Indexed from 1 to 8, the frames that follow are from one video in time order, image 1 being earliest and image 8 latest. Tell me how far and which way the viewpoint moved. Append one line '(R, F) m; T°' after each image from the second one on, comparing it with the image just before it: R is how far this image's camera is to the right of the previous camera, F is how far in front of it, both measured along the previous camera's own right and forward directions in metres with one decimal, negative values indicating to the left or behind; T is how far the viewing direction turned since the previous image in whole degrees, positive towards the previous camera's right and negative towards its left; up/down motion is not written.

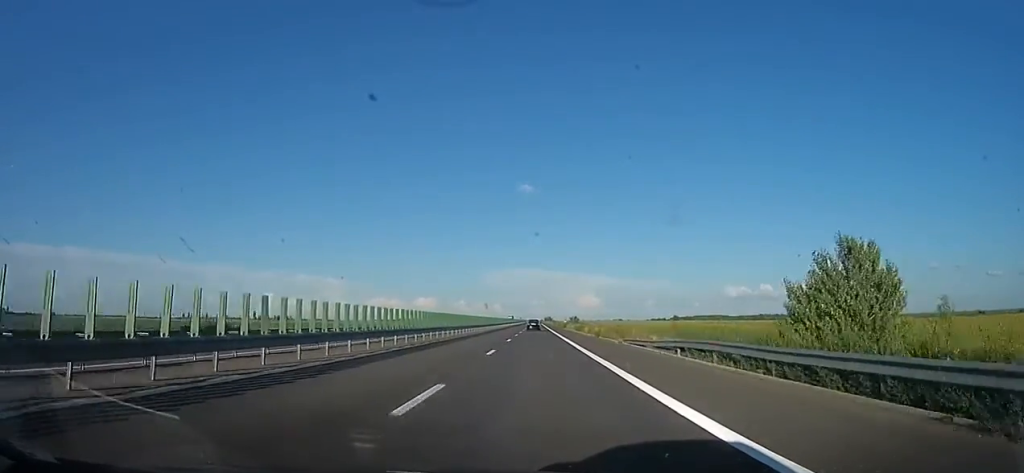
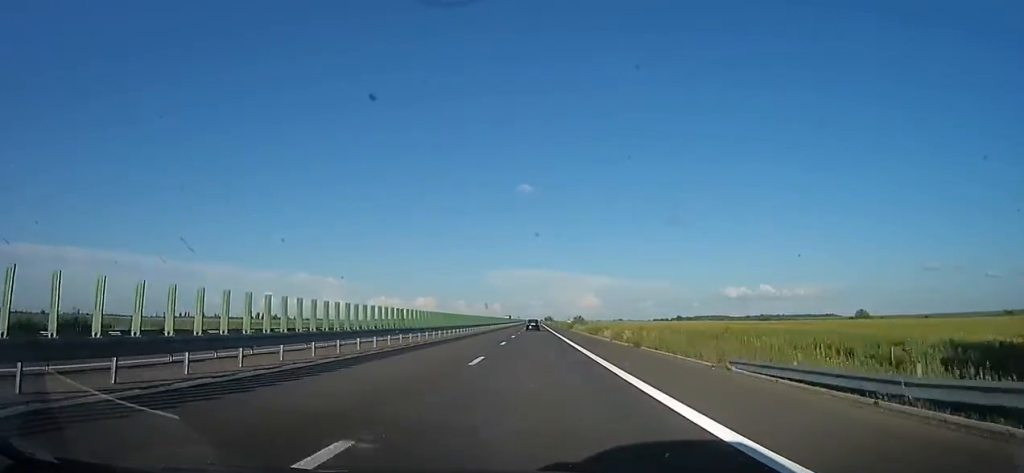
(+0.7, +16.9) m; 0°
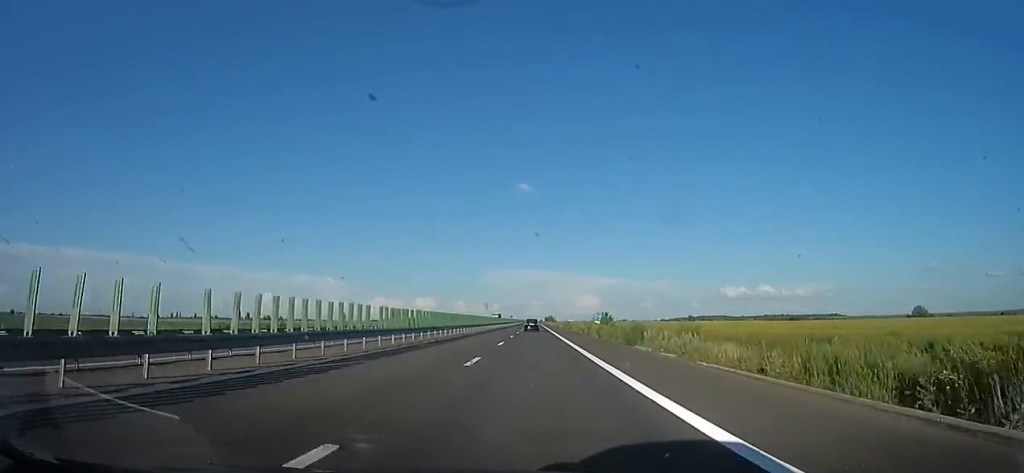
(-1.8, +48.9) m; -2°
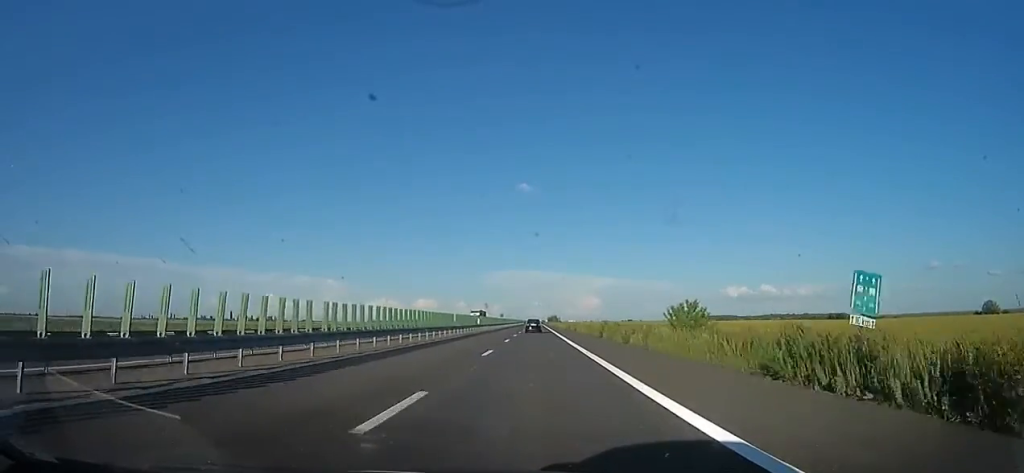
(+1.1, +45.1) m; +2°
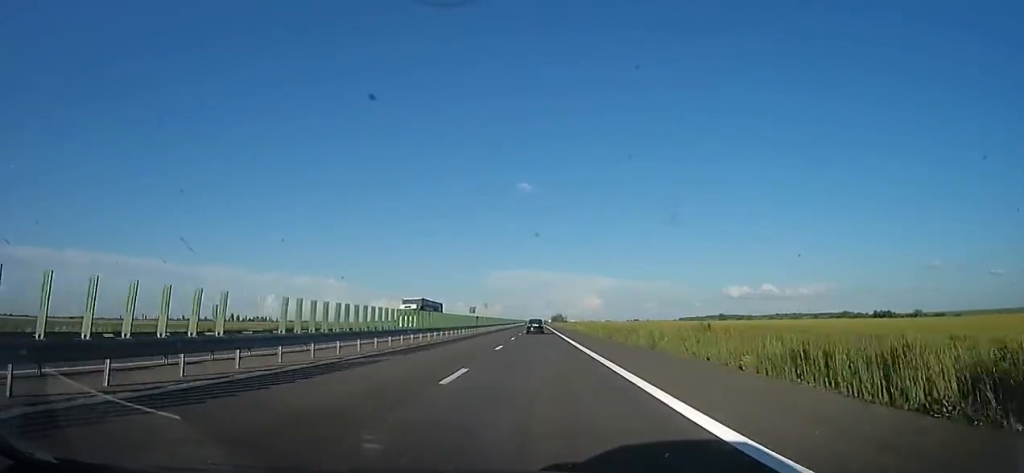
(-0.4, +44.1) m; 0°
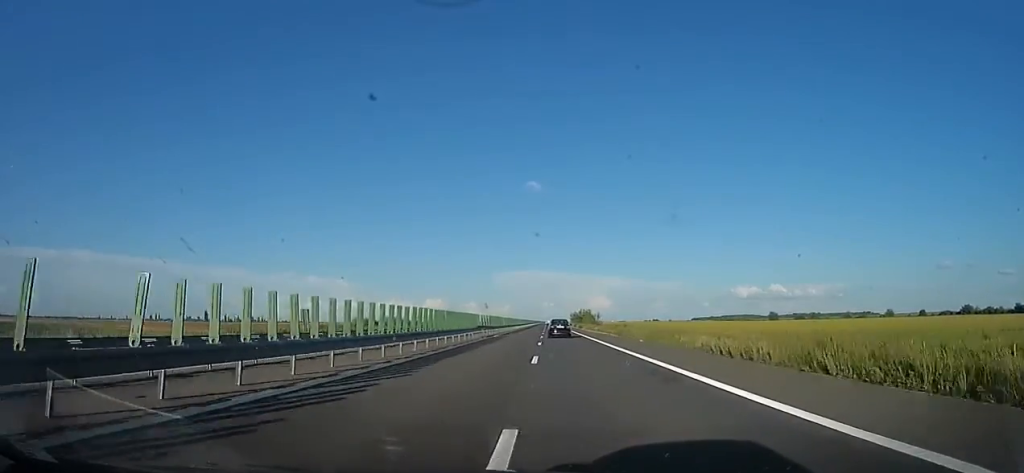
(-0.8, +92.2) m; -2°
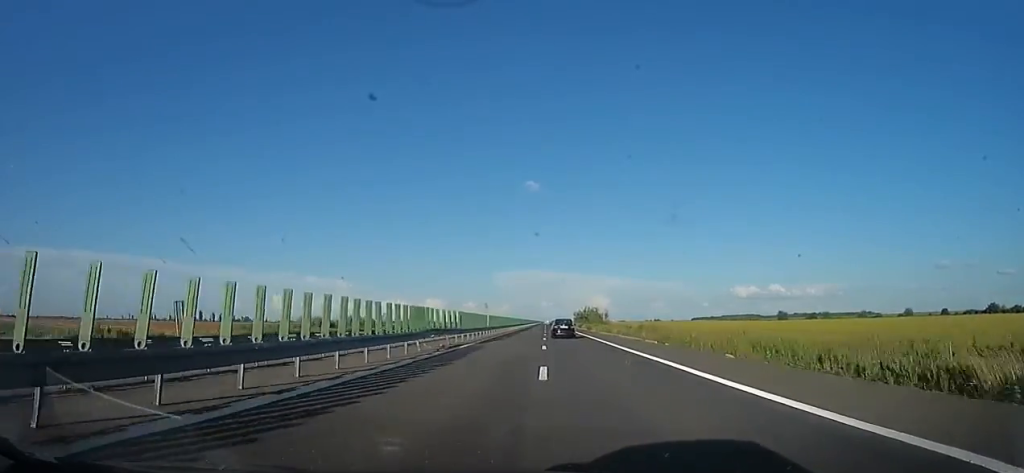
(0.0, +16.3) m; 0°
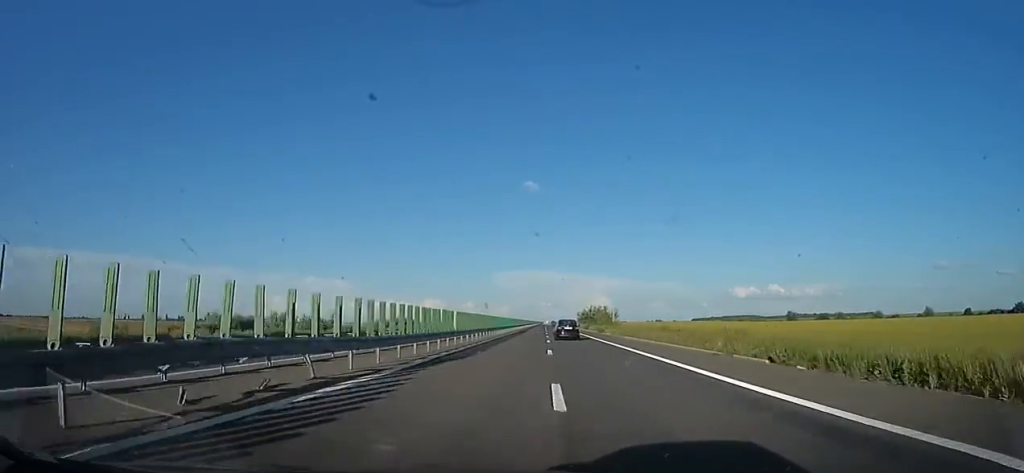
(0.0, +15.7) m; 0°
